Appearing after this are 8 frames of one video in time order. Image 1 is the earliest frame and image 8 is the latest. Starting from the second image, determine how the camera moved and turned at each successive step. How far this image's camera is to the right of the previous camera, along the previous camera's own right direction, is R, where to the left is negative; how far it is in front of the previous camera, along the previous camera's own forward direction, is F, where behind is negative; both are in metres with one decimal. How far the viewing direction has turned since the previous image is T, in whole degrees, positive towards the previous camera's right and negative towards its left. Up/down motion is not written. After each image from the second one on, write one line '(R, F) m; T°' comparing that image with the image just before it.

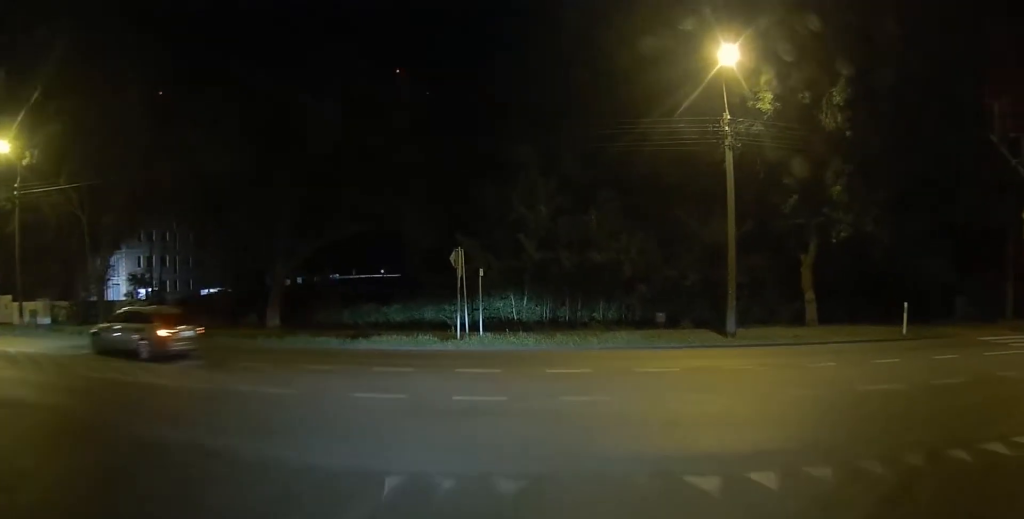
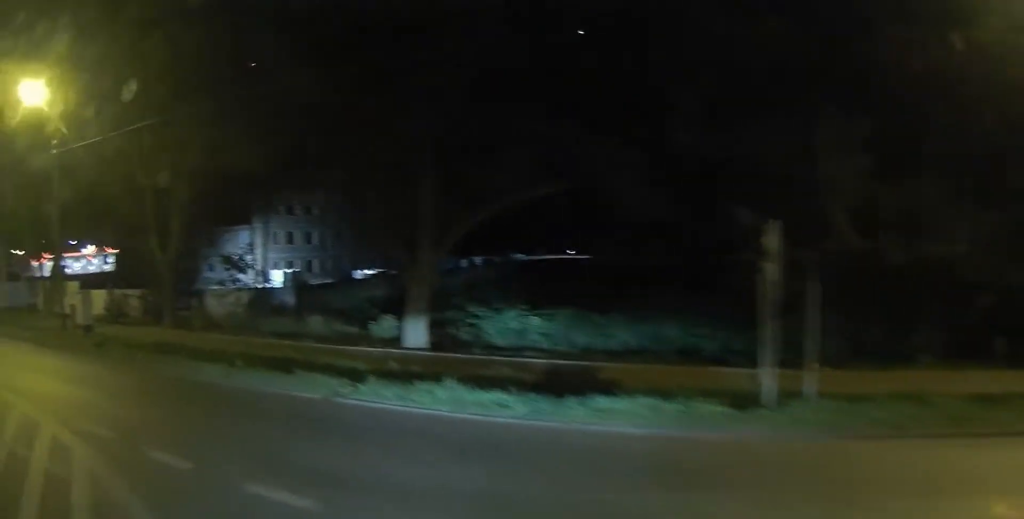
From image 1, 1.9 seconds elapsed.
(-0.9, +9.9) m; -20°
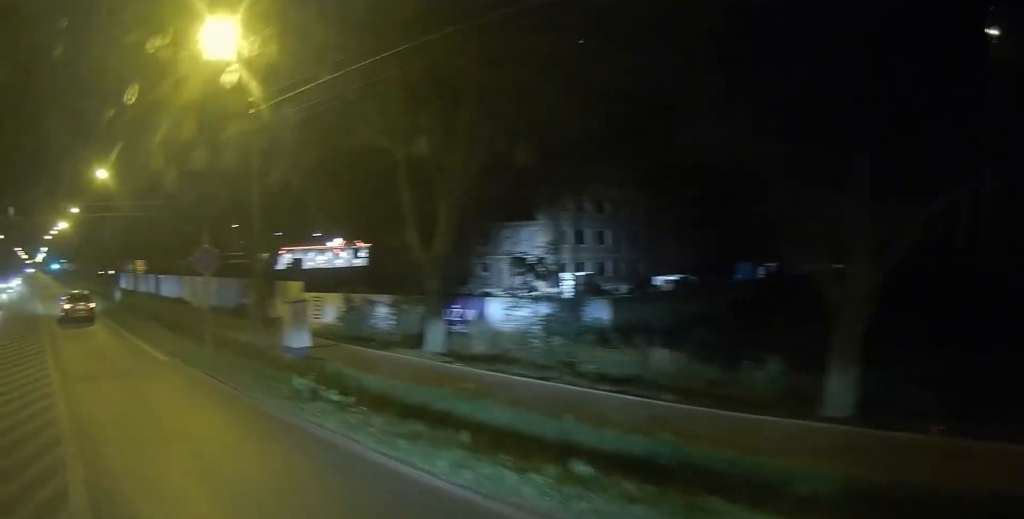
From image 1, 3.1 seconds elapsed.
(-1.5, +7.0) m; -20°
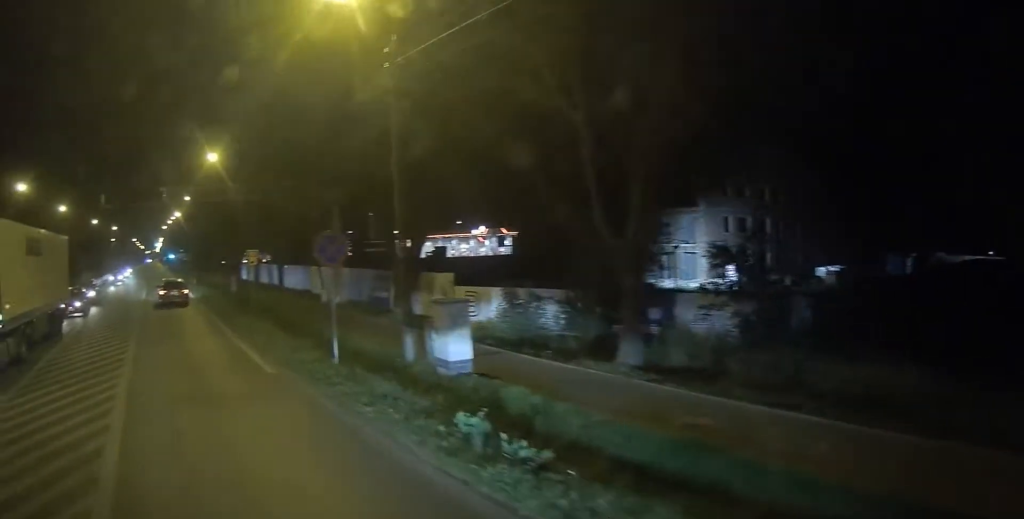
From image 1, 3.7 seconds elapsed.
(-0.2, +3.6) m; -9°
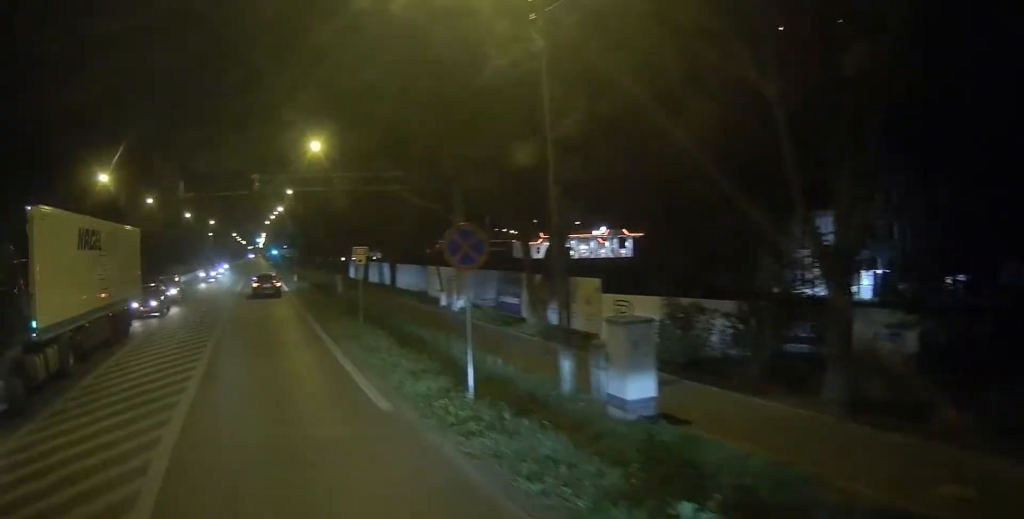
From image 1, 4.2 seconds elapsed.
(-0.4, +3.5) m; -4°
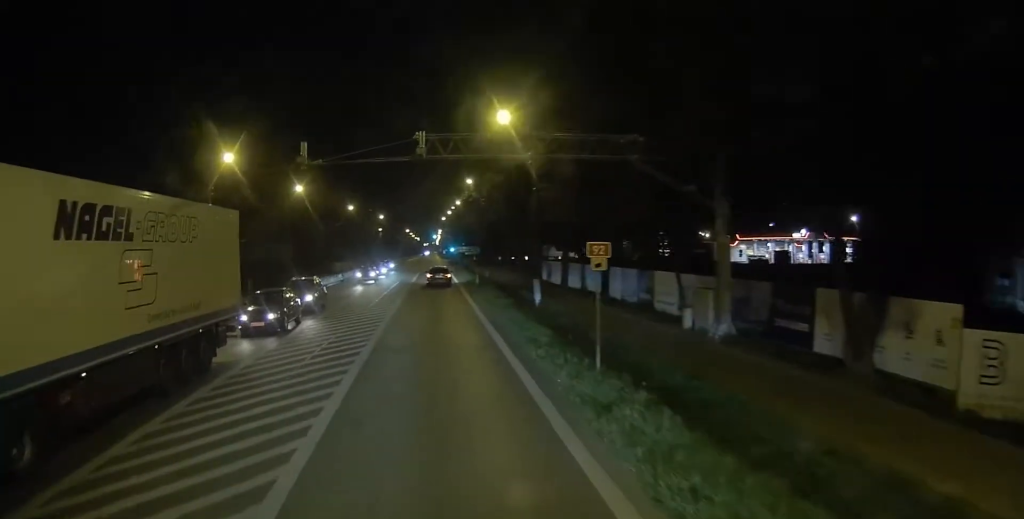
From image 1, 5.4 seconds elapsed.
(-0.3, +8.6) m; +1°
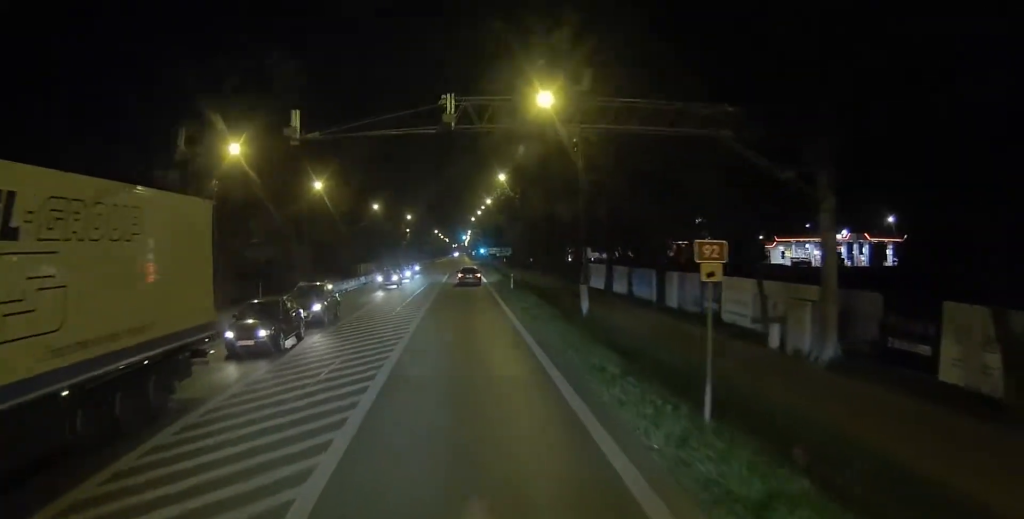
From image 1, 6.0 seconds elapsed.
(+0.1, +4.3) m; +2°
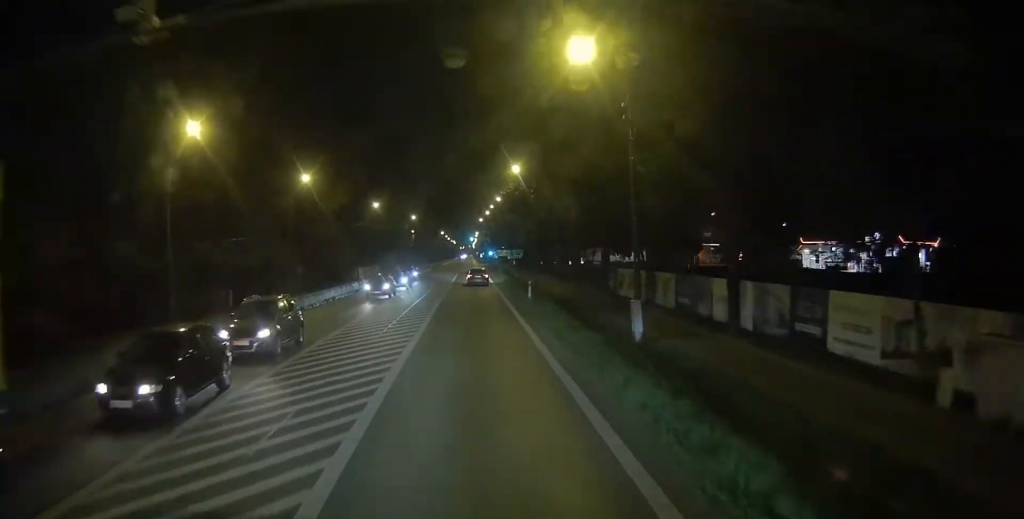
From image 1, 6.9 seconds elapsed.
(+0.2, +7.3) m; 0°
